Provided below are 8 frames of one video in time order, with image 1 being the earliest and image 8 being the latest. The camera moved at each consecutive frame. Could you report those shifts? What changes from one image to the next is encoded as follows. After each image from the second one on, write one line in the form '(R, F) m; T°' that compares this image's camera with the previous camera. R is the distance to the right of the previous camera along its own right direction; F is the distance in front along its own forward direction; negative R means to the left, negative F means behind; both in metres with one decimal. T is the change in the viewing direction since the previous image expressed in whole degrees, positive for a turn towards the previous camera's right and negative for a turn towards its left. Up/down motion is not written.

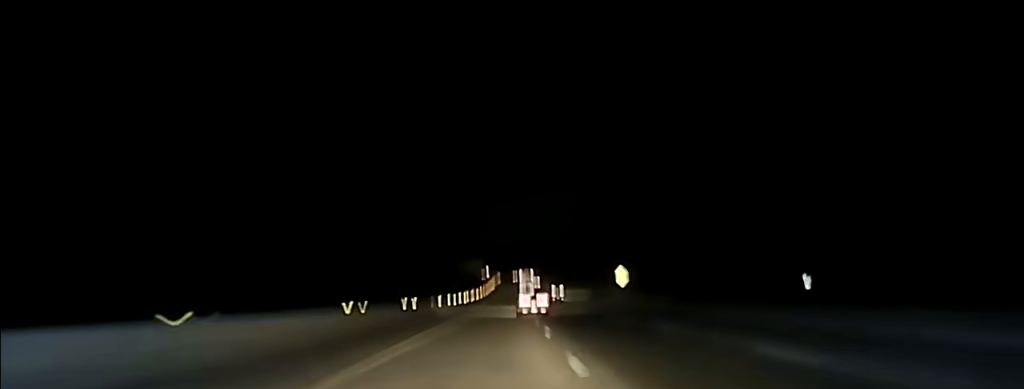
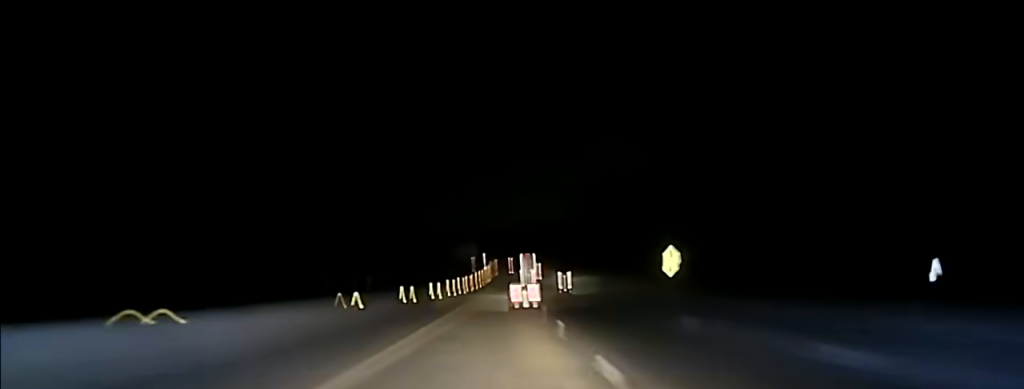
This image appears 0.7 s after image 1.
(+0.4, +39.6) m; 0°
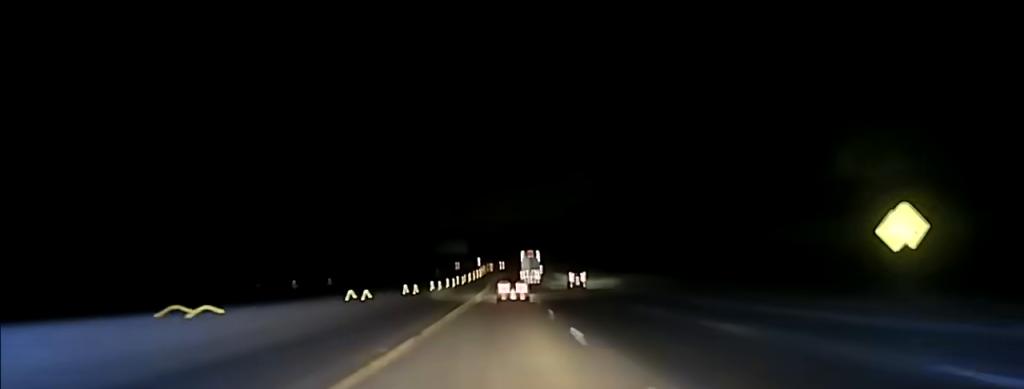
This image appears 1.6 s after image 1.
(+0.1, +52.4) m; 0°
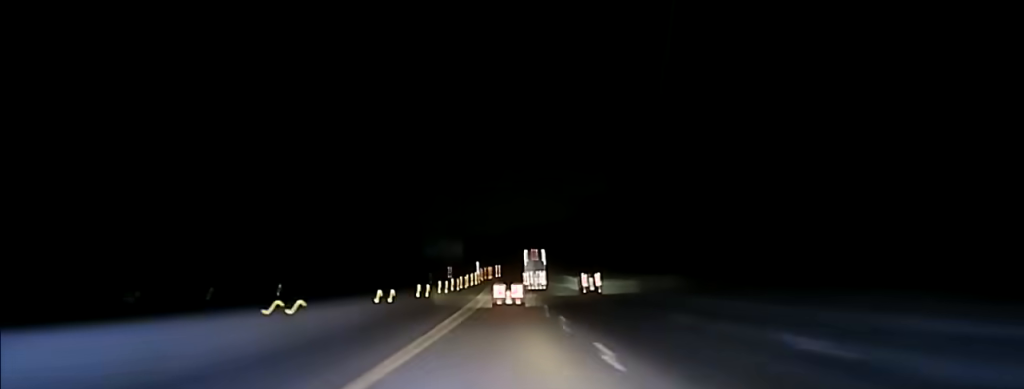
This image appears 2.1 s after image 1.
(0.0, +30.6) m; 0°
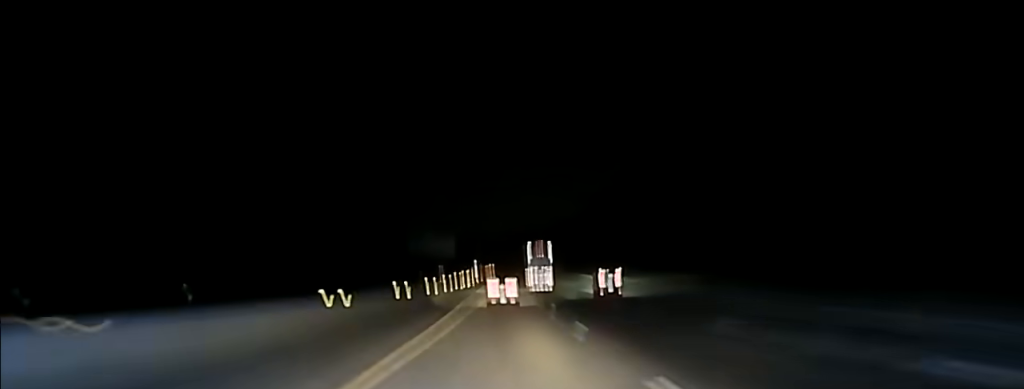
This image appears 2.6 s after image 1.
(-0.1, +30.7) m; 0°
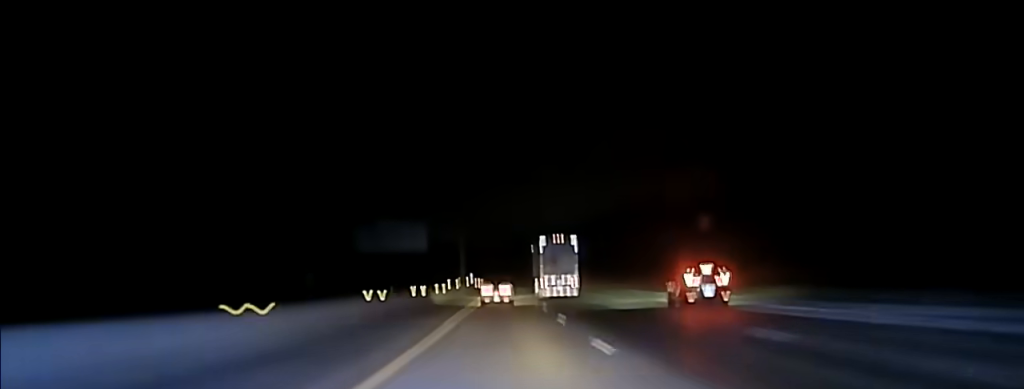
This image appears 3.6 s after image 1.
(0.0, +63.9) m; 0°
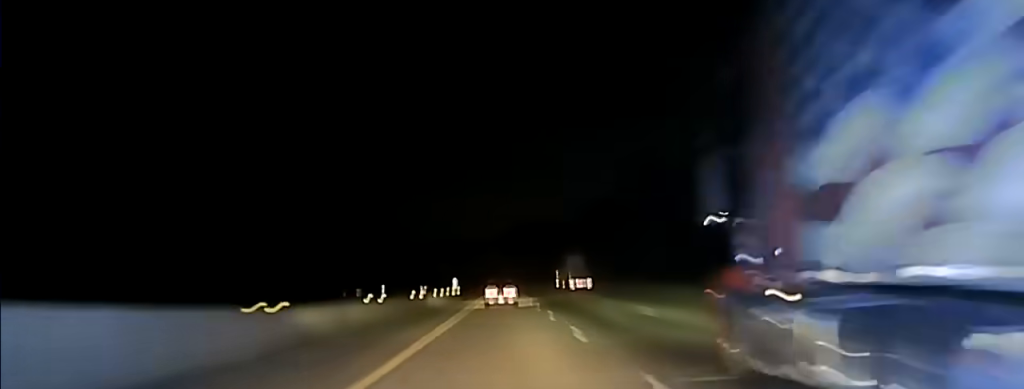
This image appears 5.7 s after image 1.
(+0.5, +132.4) m; 0°
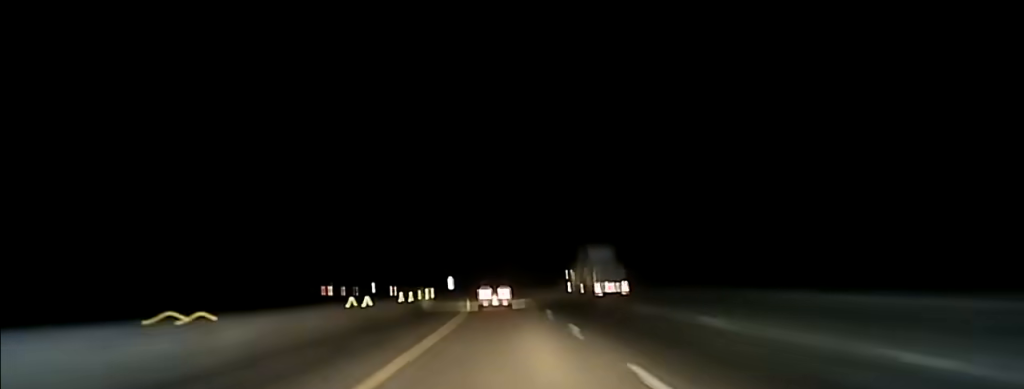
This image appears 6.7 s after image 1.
(0.0, +61.2) m; -1°
